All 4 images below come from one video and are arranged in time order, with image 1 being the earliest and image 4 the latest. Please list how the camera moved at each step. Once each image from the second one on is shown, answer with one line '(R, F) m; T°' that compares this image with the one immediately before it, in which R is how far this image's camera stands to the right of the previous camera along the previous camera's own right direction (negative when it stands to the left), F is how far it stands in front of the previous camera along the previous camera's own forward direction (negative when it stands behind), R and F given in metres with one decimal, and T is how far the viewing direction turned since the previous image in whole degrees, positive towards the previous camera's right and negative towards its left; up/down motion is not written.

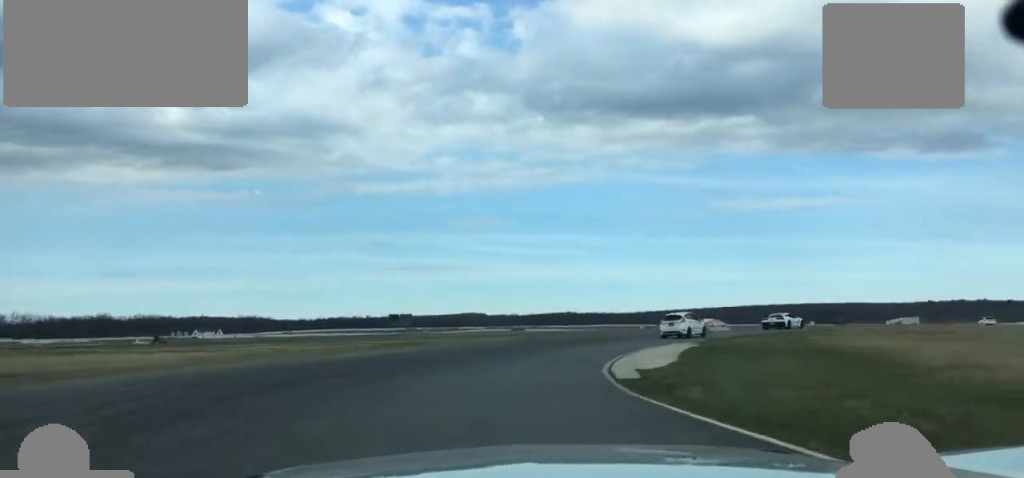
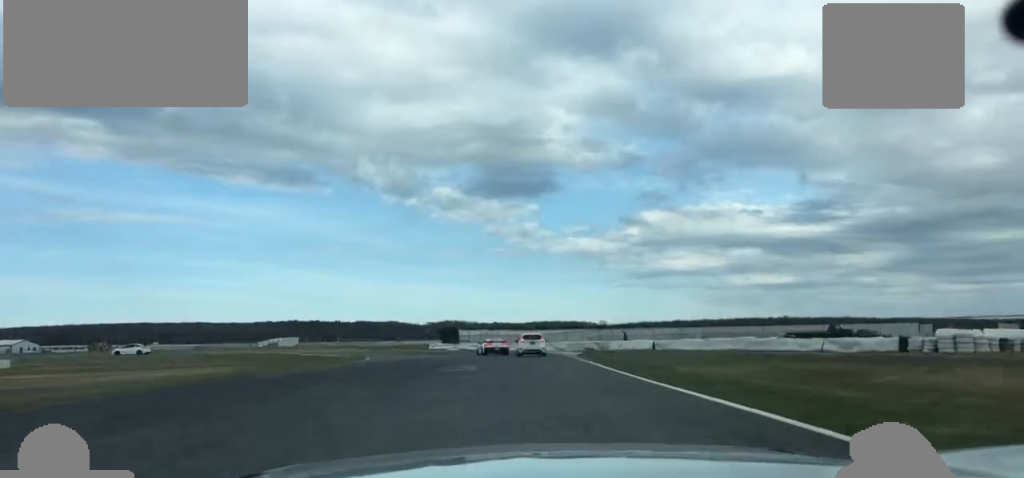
(+21.4, +65.6) m; +36°
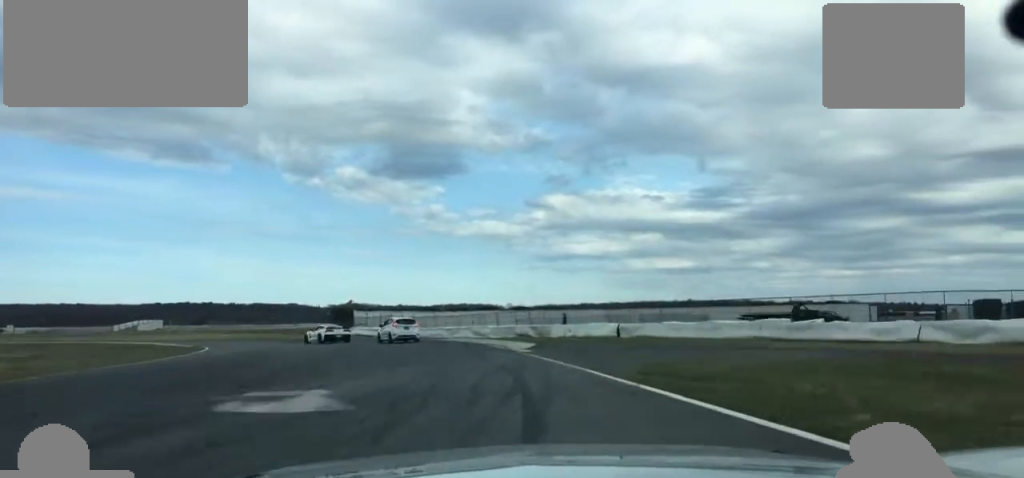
(+1.1, +20.1) m; +4°
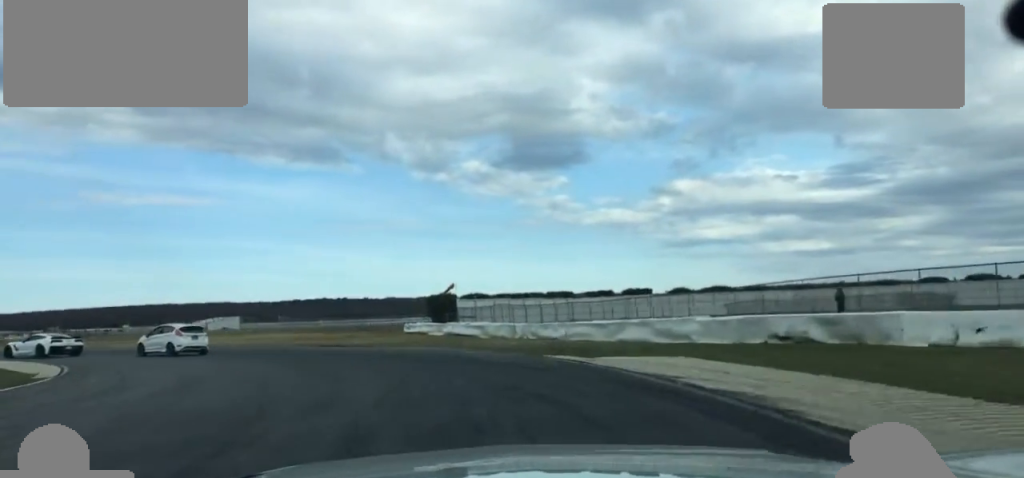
(0.0, +35.5) m; -8°
